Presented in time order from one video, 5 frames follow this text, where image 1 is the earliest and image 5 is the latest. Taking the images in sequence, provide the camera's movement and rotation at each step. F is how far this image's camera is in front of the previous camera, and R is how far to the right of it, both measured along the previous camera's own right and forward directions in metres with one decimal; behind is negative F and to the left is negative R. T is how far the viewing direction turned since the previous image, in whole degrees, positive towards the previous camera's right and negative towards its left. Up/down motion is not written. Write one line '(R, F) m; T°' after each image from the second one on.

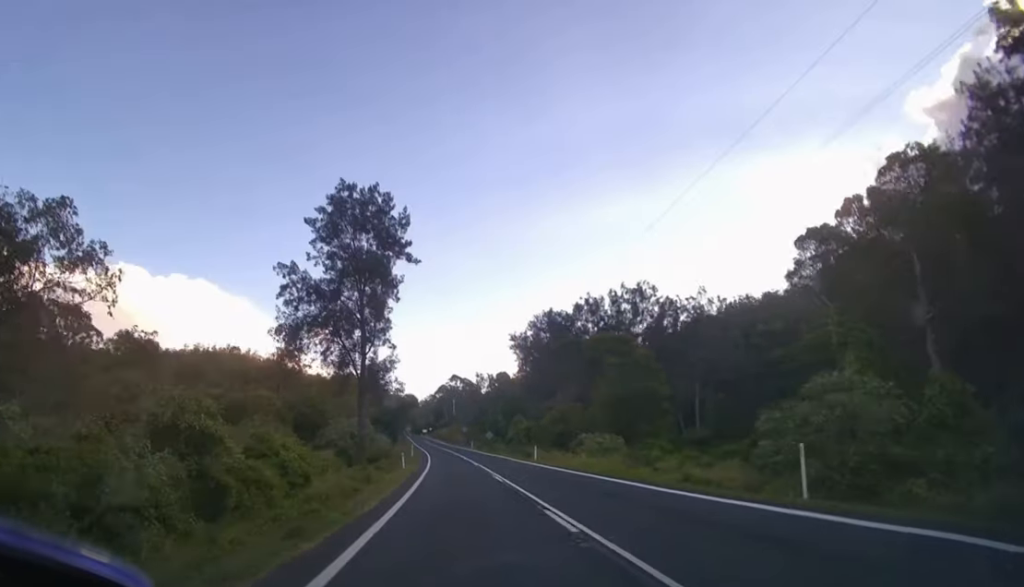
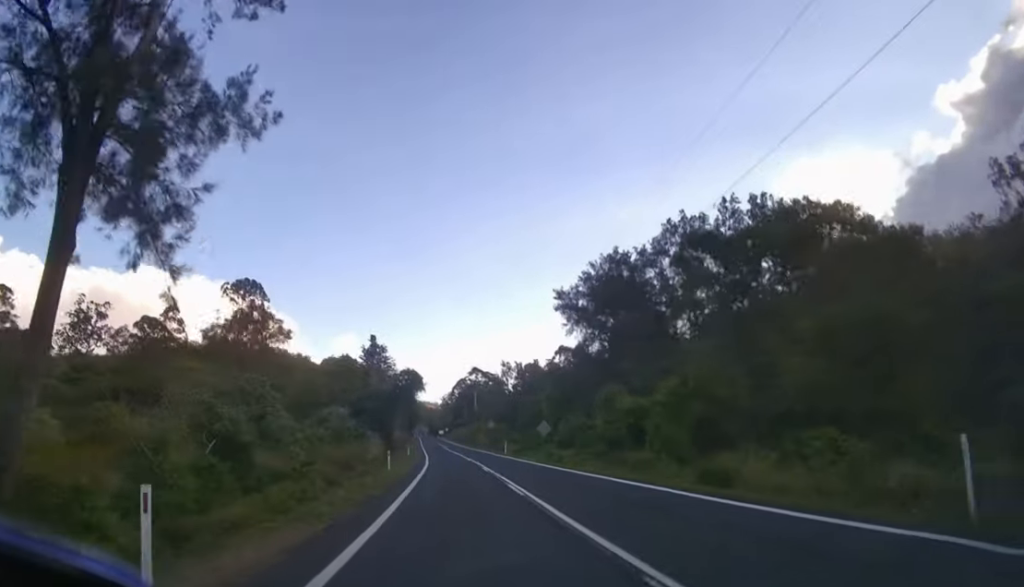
(-0.6, +29.9) m; -2°
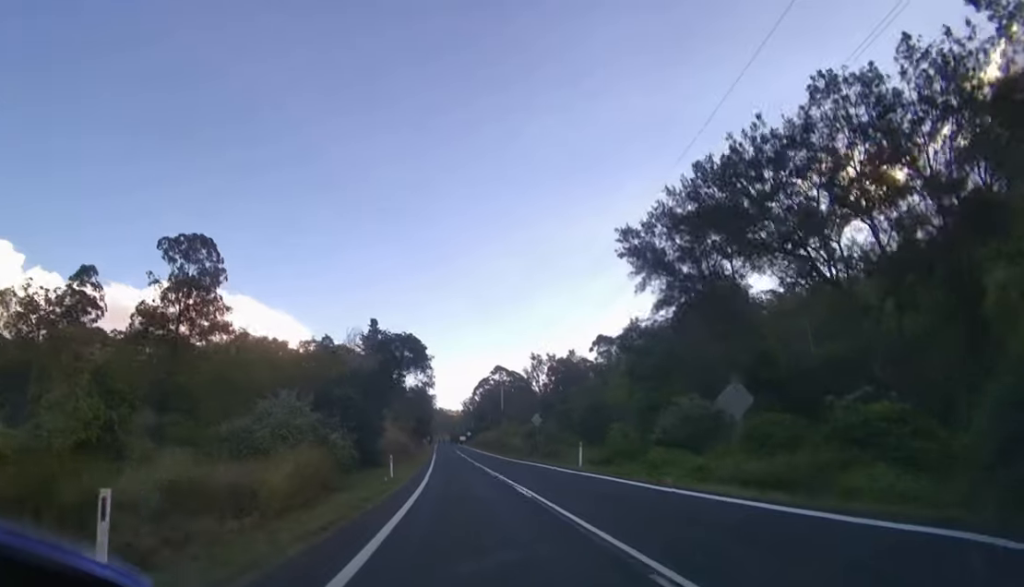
(-0.6, +25.6) m; -3°
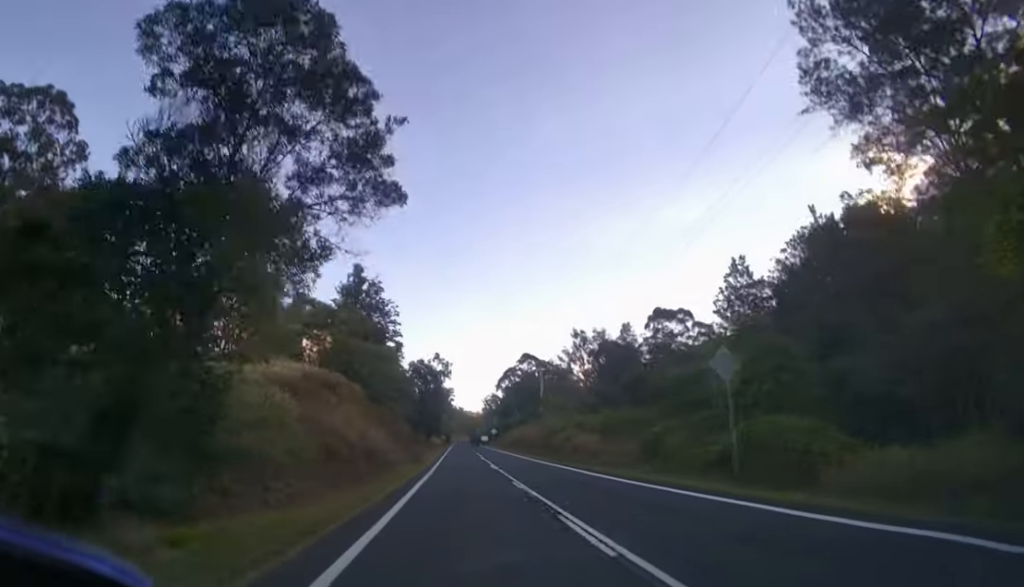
(-0.6, +31.8) m; -2°
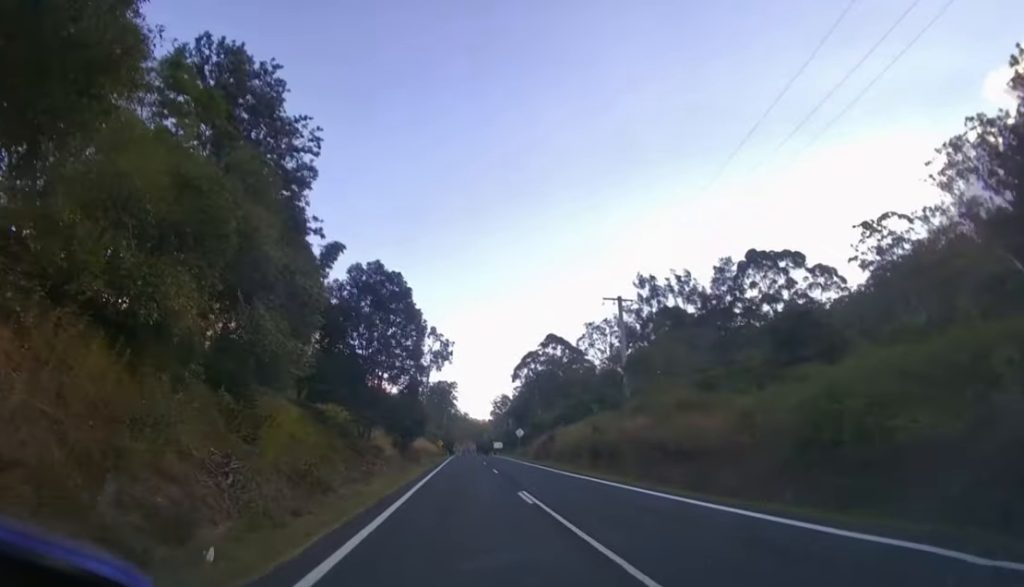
(-0.4, +33.2) m; -1°
